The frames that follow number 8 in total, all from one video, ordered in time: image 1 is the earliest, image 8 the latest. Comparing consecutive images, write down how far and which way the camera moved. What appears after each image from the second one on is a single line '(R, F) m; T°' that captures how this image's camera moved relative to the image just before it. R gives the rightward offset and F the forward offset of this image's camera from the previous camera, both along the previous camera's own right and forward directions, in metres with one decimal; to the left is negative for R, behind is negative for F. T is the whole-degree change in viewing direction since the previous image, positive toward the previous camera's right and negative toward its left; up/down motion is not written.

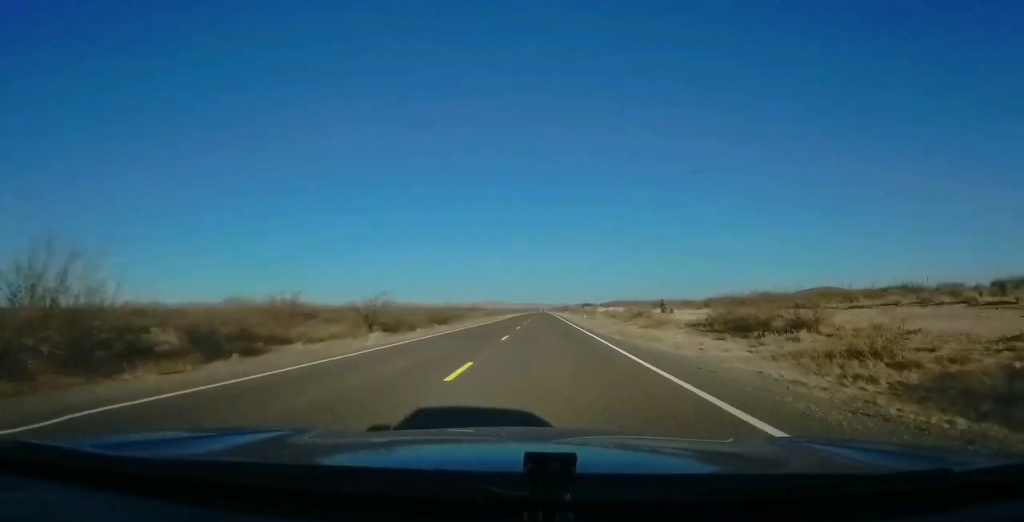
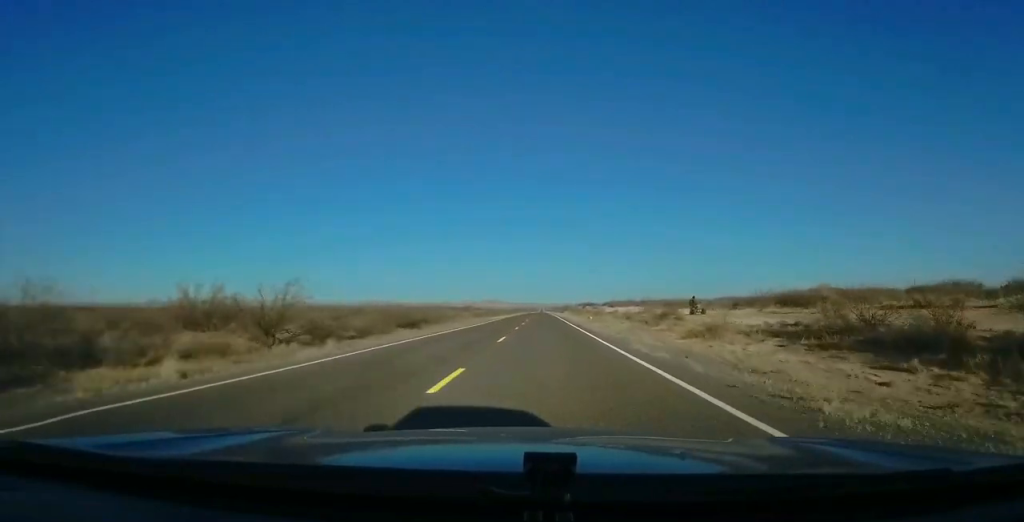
(+0.1, +13.7) m; 0°
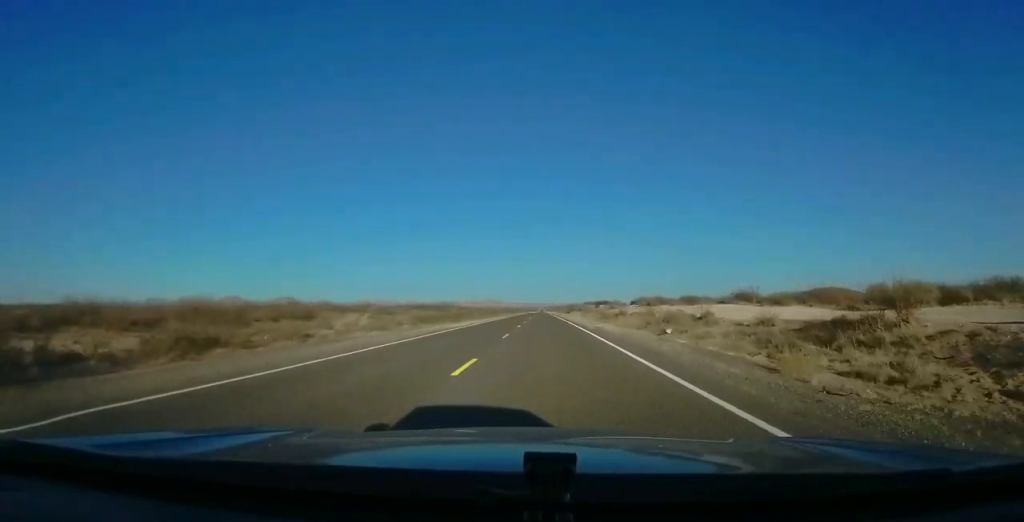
(-0.2, +46.9) m; +1°
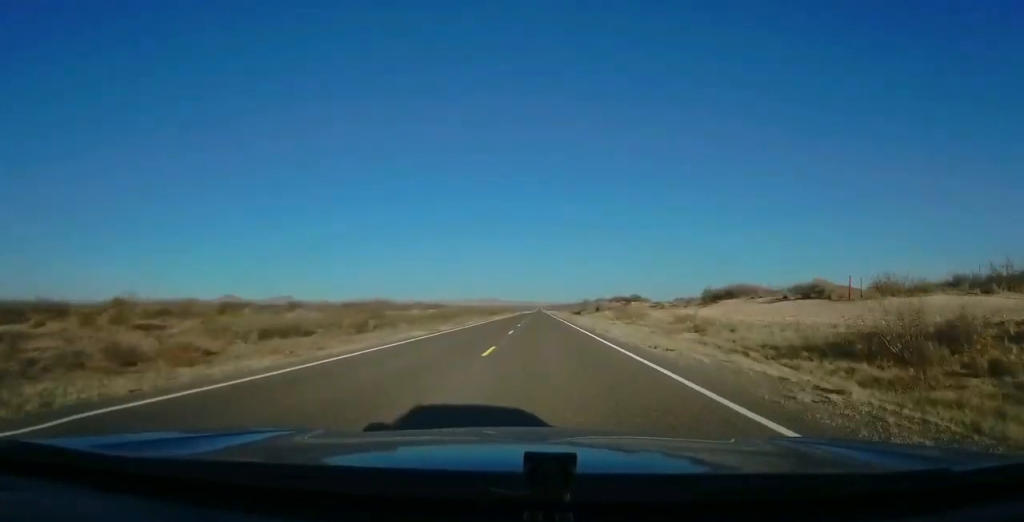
(+0.3, +56.5) m; 0°
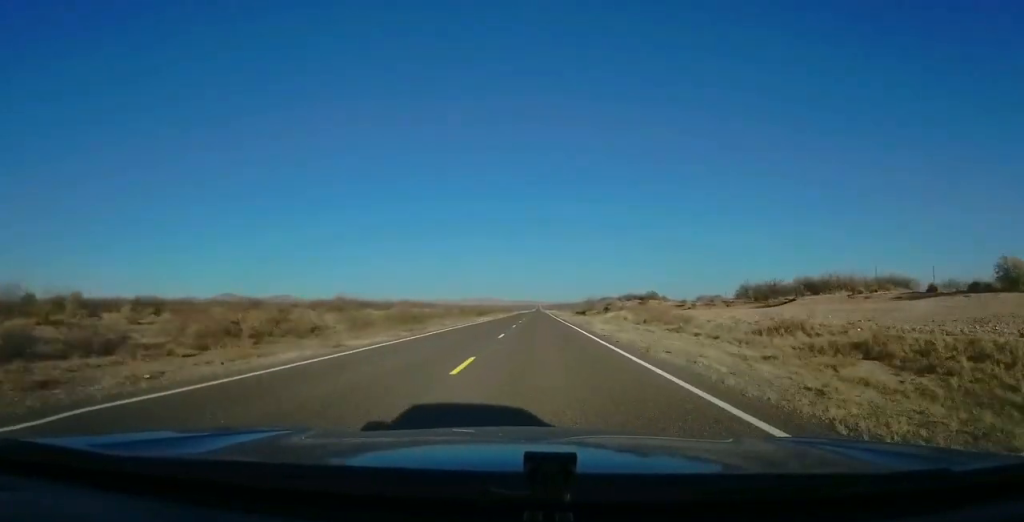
(0.0, +16.5) m; 0°
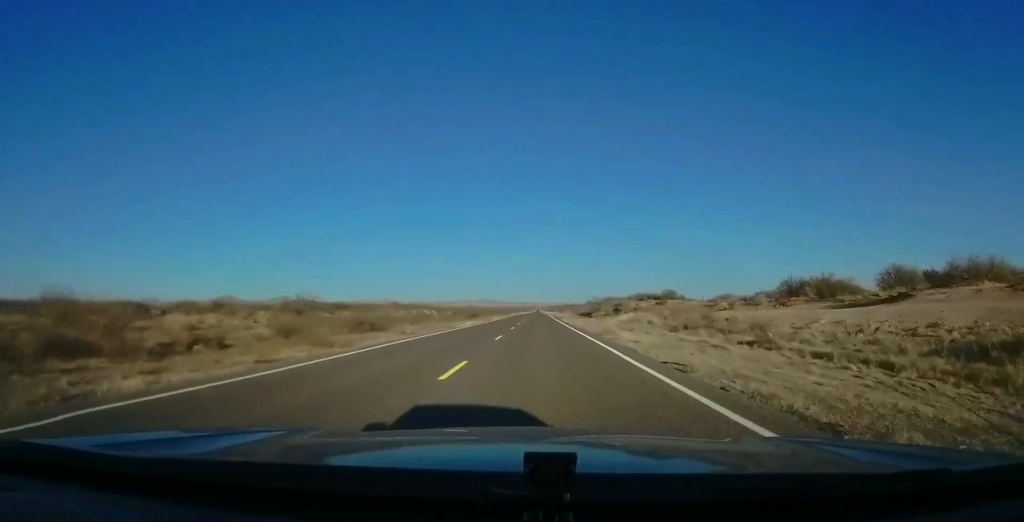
(0.0, +12.7) m; 0°
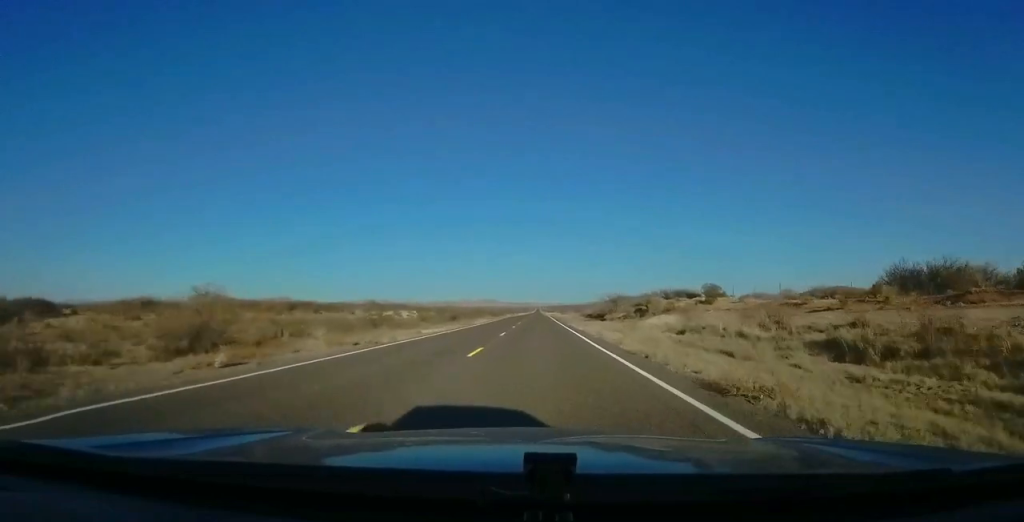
(0.0, +19.5) m; 0°
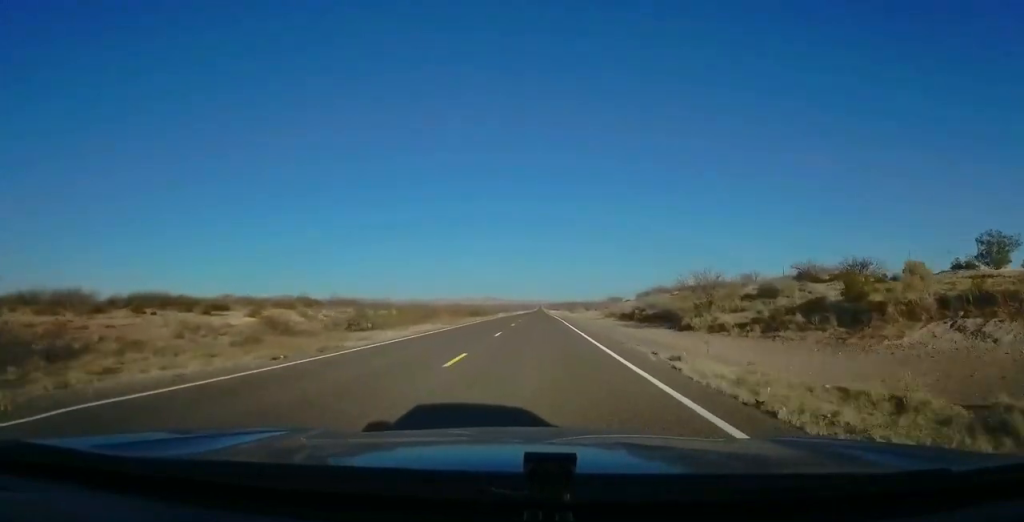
(0.0, +40.0) m; 0°
